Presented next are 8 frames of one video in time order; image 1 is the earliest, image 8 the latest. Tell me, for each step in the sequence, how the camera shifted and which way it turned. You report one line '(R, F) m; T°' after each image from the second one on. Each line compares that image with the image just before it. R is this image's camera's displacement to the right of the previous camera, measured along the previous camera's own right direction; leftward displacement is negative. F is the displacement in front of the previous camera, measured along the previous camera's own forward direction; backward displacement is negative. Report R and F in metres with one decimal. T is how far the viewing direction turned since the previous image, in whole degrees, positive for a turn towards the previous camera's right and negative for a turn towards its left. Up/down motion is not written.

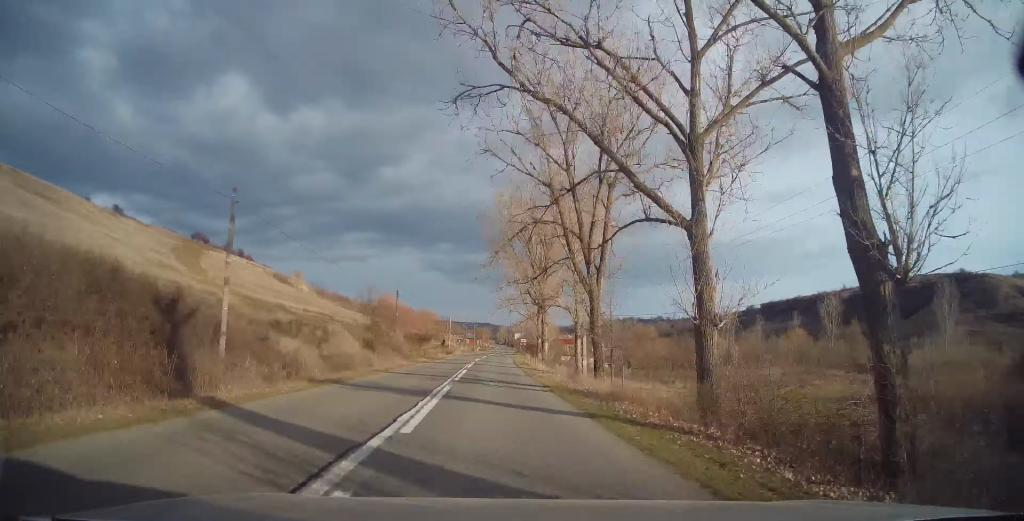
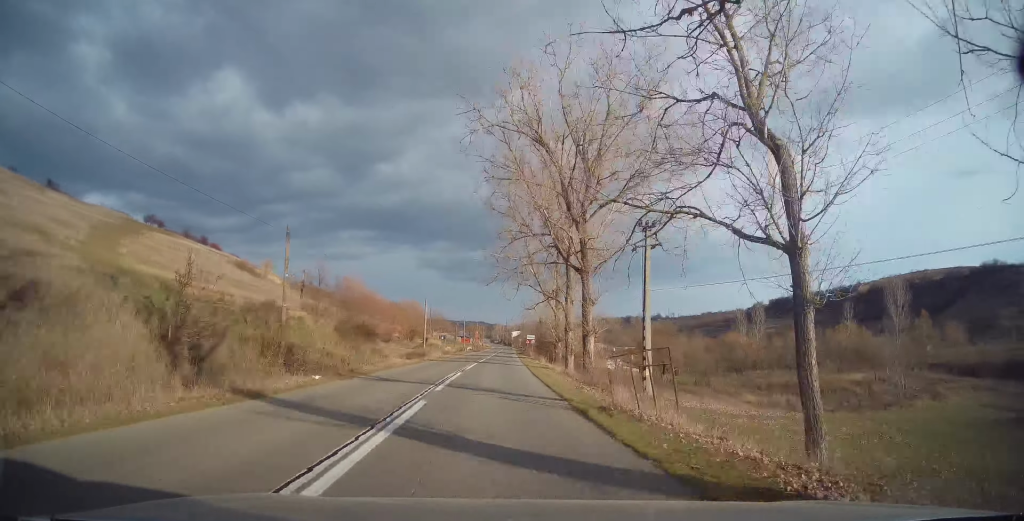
(-0.2, +27.1) m; -1°
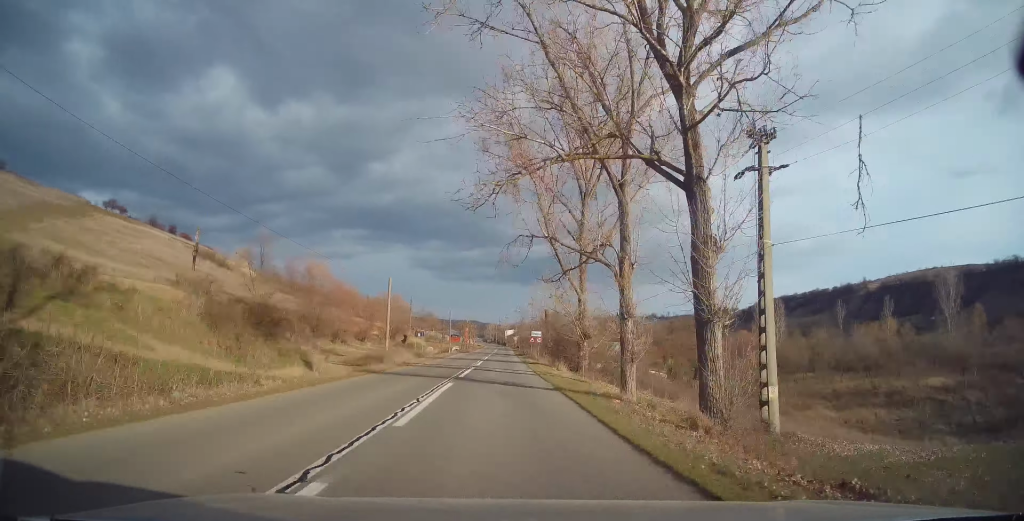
(-0.5, +17.9) m; 0°
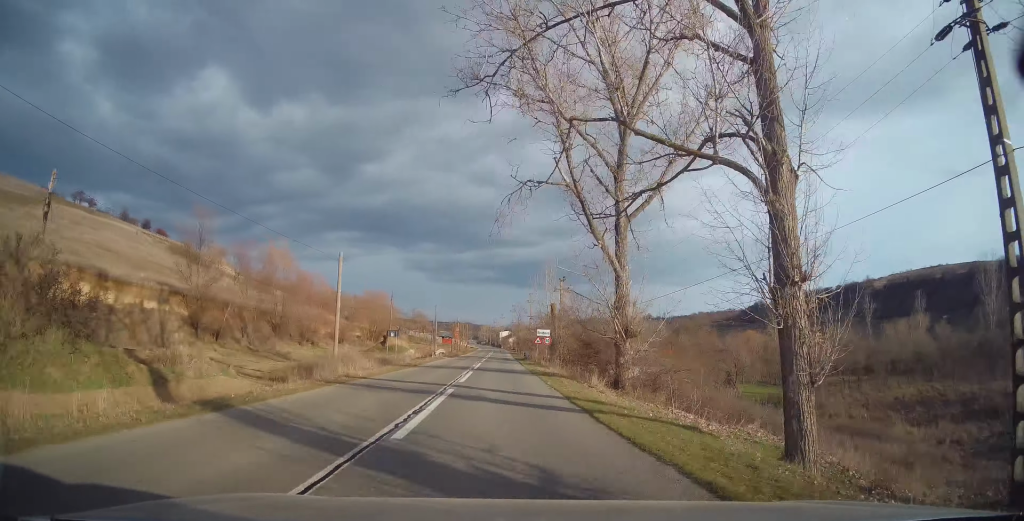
(+0.5, +11.7) m; +1°
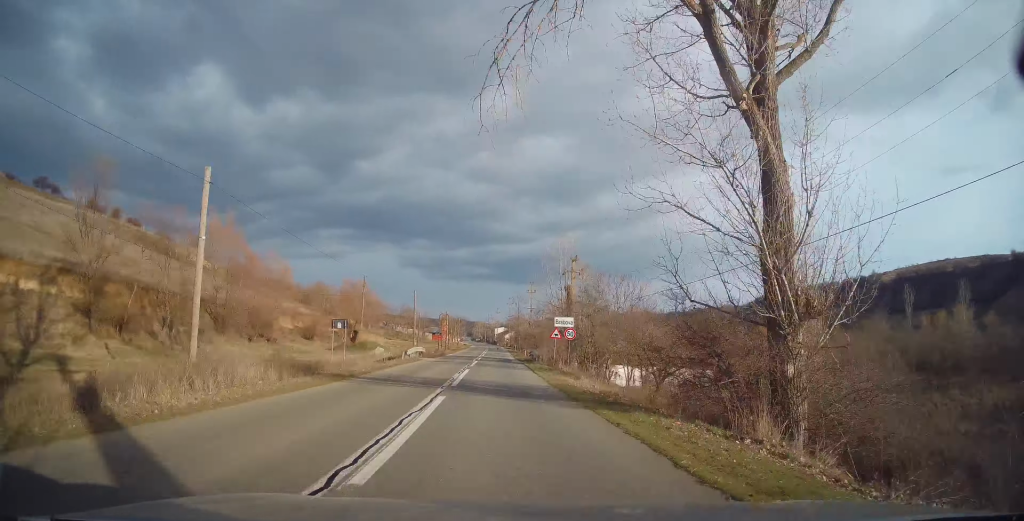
(+0.2, +14.0) m; +1°
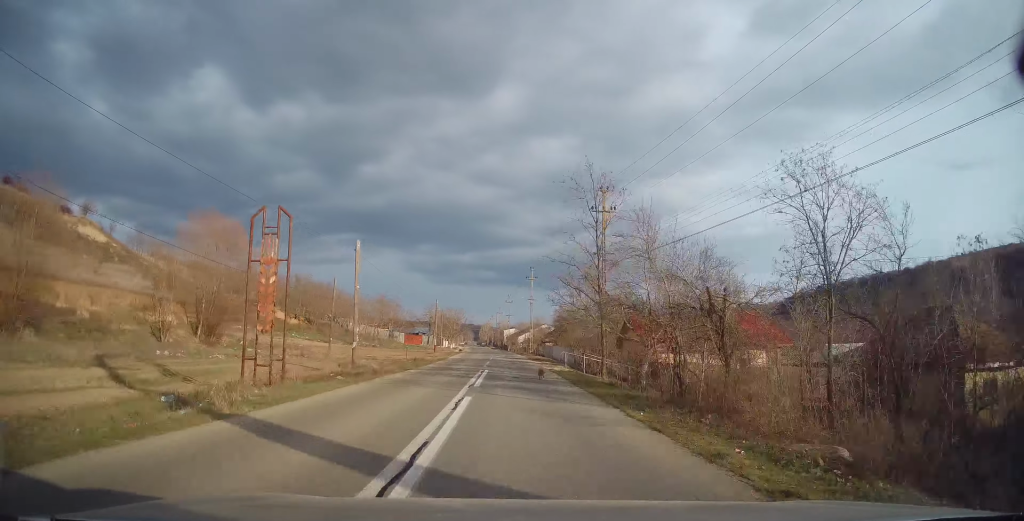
(+0.4, +56.5) m; +1°
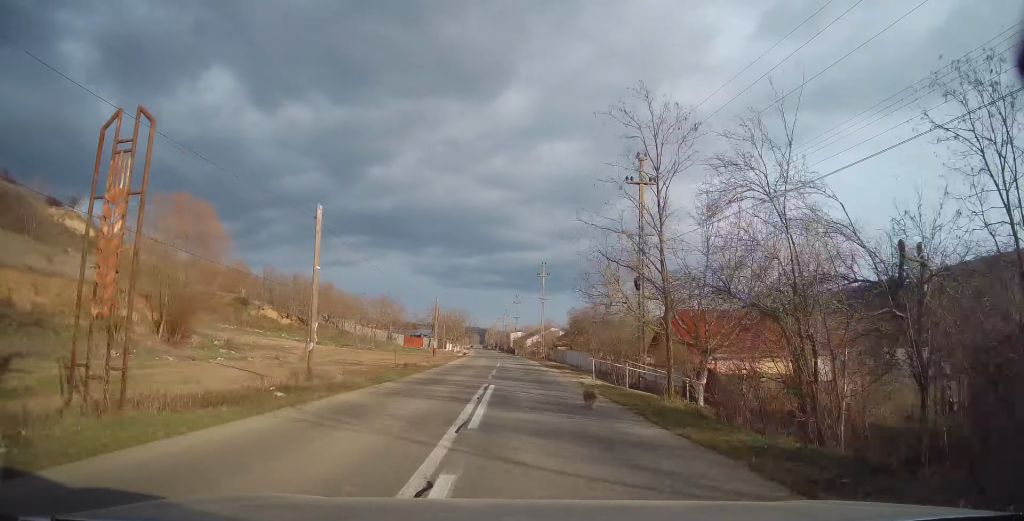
(0.0, +7.3) m; 0°
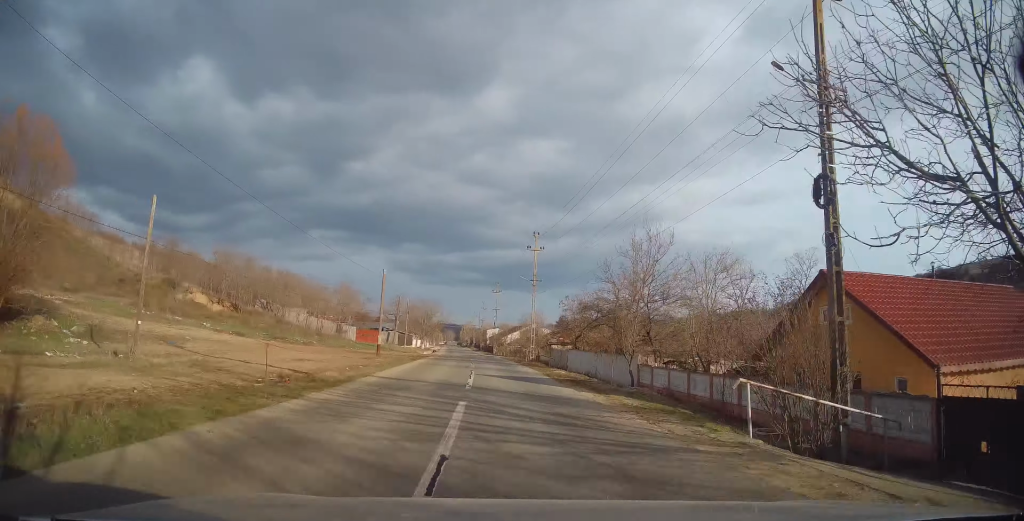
(0.0, +17.3) m; 0°
